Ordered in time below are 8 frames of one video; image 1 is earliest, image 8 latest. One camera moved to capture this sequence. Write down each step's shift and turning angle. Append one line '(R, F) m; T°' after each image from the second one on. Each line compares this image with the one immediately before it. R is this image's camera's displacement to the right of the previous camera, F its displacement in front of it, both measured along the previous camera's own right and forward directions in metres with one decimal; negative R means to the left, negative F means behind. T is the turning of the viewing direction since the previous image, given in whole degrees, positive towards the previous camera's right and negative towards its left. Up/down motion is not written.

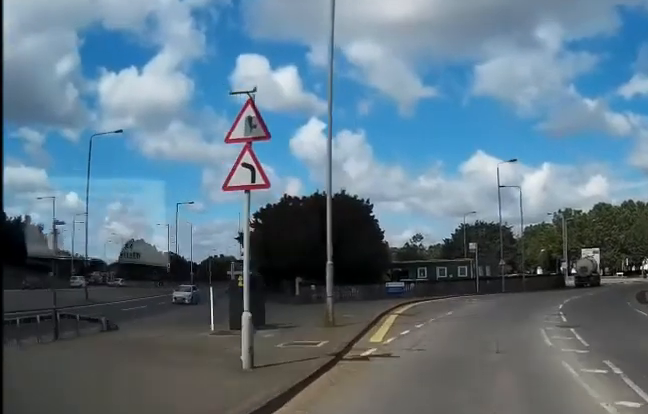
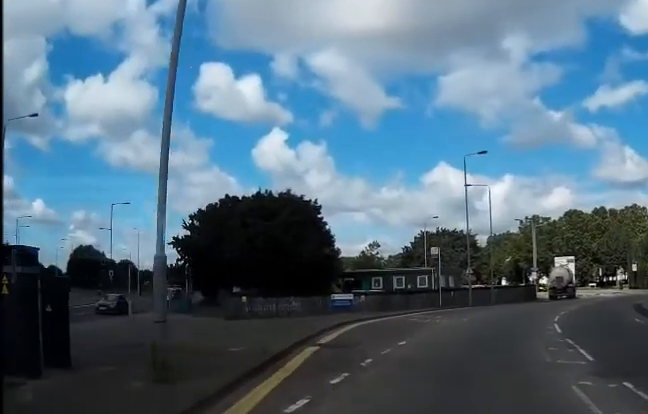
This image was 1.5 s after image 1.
(+0.1, +8.9) m; +3°
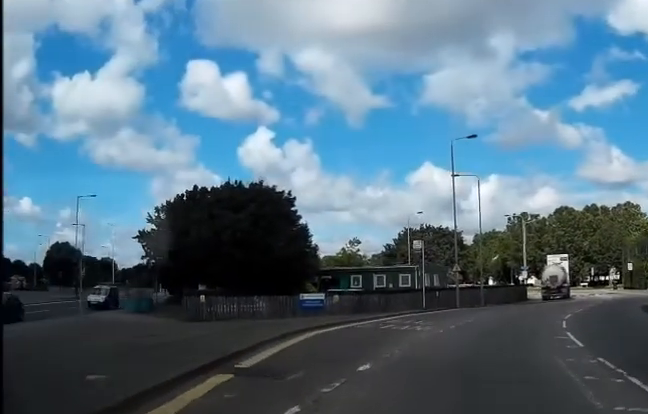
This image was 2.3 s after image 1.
(+0.1, +4.5) m; +4°
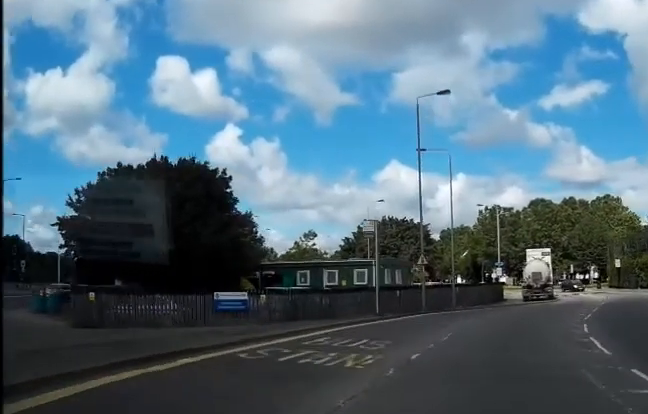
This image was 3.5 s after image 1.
(+0.5, +7.5) m; +7°
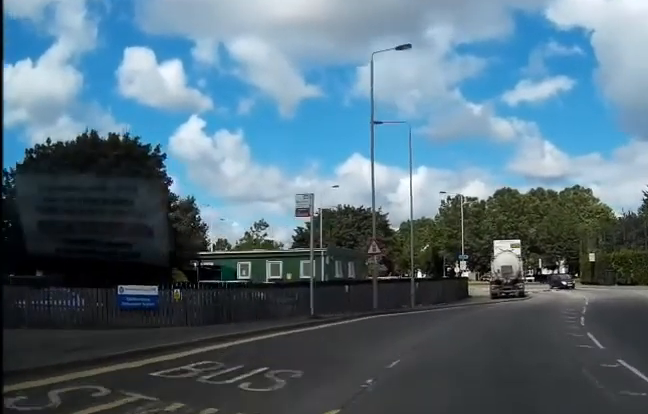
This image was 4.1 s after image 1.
(+0.2, +4.5) m; +3°
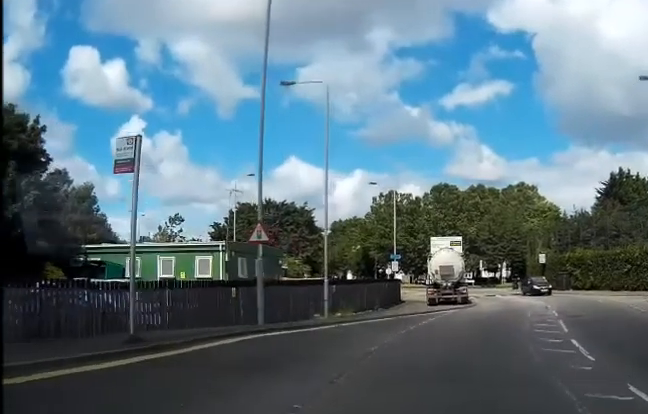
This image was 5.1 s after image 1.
(0.0, +6.9) m; 0°
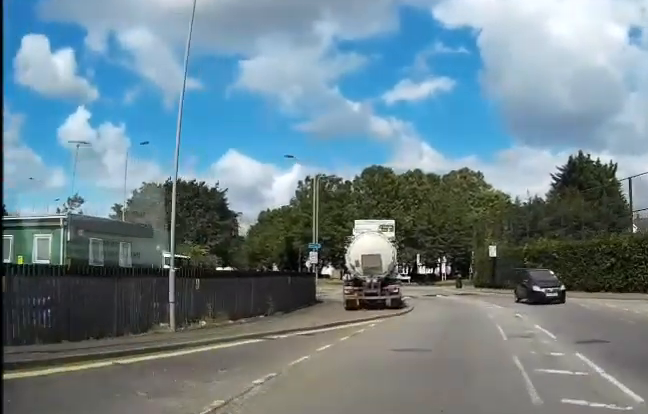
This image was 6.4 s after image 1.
(0.0, +9.6) m; 0°
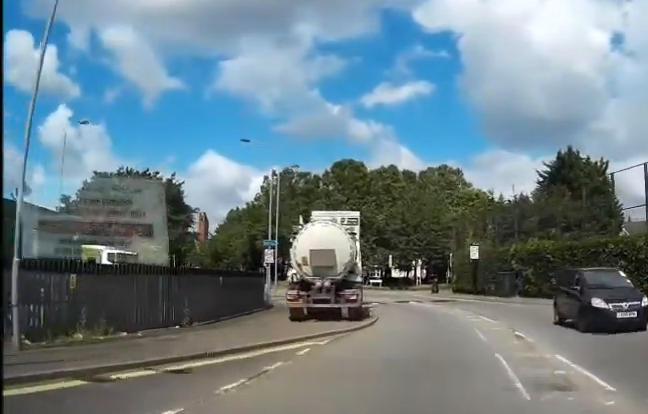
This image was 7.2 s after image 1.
(0.0, +5.7) m; 0°
